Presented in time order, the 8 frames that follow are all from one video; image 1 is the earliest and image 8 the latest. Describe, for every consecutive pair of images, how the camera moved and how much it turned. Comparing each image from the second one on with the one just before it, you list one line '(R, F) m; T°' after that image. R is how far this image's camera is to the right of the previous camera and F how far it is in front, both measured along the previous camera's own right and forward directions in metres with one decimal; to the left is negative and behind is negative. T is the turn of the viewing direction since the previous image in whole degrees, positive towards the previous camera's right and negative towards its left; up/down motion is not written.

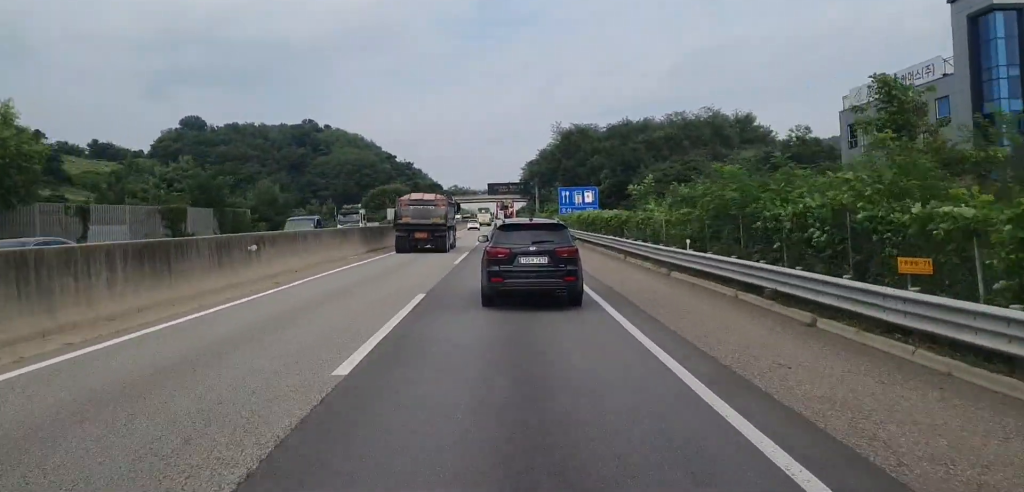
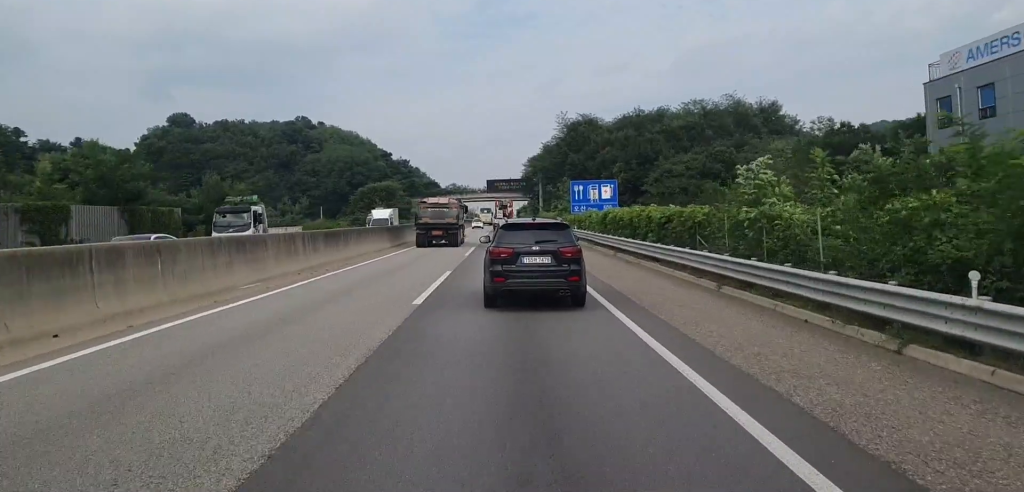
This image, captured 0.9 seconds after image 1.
(+0.2, +13.2) m; -1°
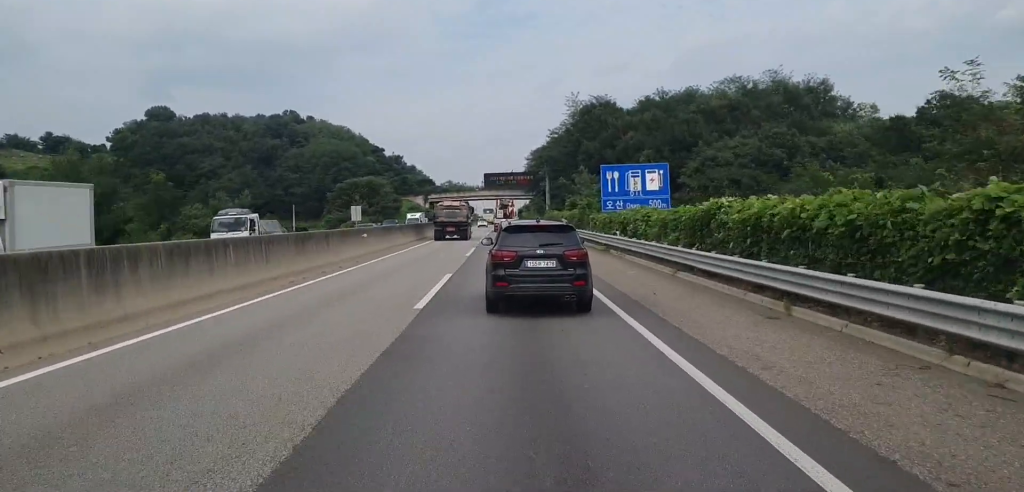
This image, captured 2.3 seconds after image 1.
(-0.5, +19.8) m; -2°
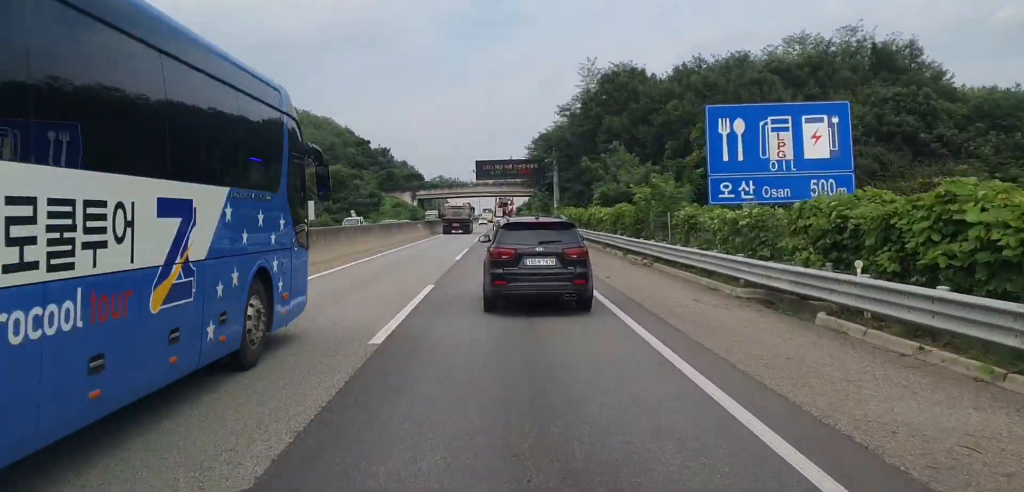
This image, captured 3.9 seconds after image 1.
(+0.2, +23.8) m; +1°
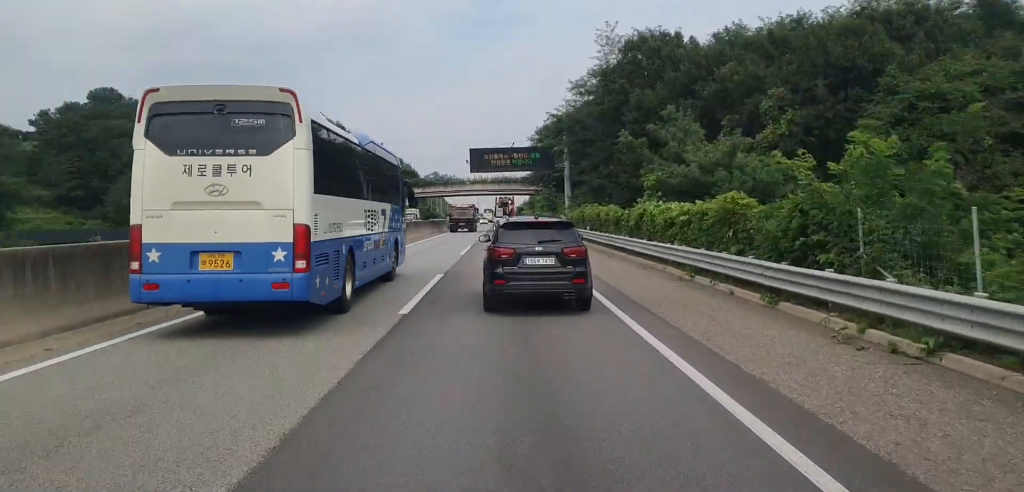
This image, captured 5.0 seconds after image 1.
(-0.1, +17.0) m; +2°
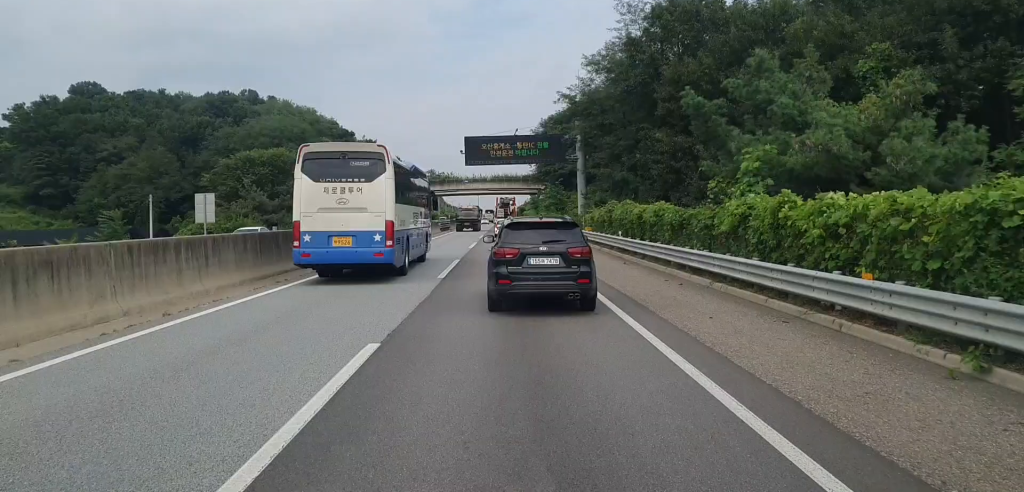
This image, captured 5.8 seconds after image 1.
(+0.5, +12.1) m; 0°
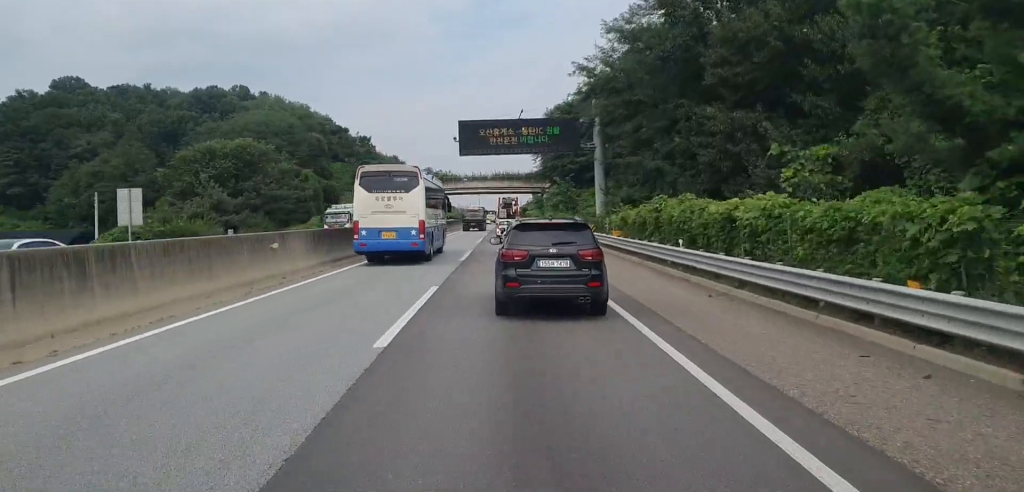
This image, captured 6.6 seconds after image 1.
(-0.2, +11.1) m; -1°
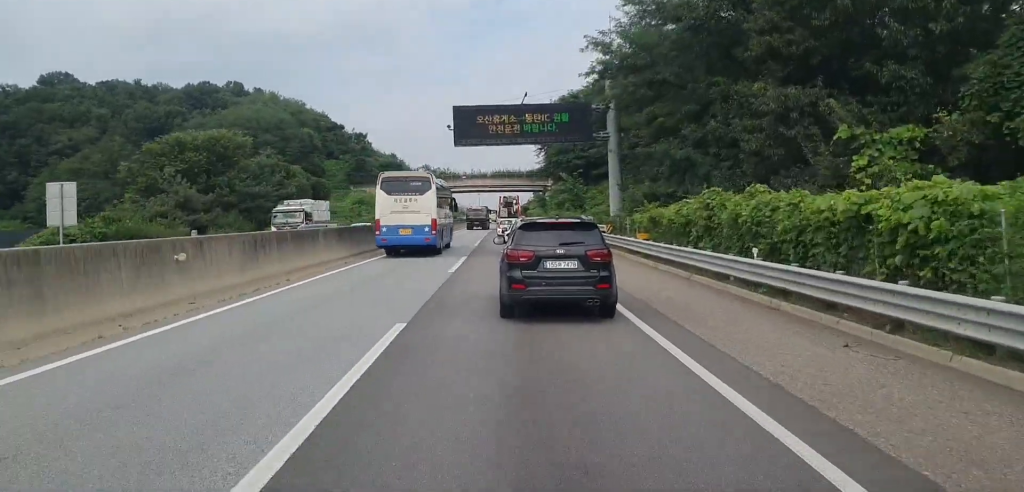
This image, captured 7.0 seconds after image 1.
(-0.2, +6.6) m; -1°
